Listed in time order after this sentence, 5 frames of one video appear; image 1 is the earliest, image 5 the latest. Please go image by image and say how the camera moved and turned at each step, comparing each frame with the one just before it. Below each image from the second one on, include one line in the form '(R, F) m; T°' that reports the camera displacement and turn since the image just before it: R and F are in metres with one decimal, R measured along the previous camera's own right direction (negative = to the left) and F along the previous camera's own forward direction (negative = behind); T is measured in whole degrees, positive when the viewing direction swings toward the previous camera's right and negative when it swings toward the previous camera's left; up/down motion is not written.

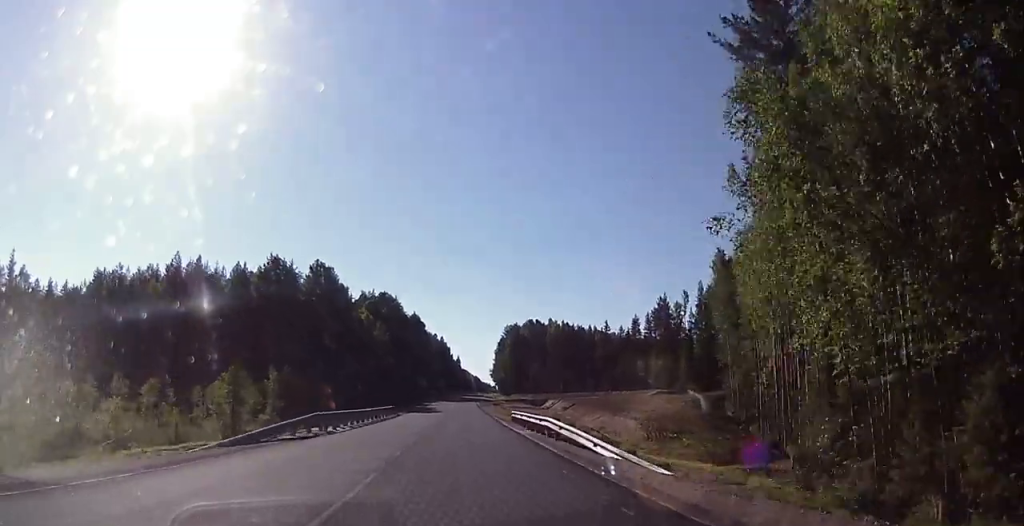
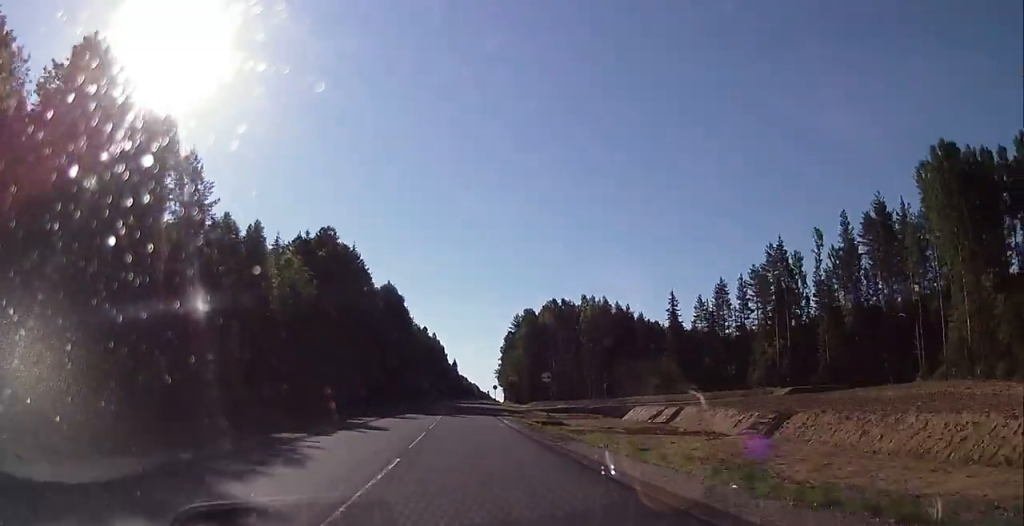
(+0.3, +68.1) m; +2°
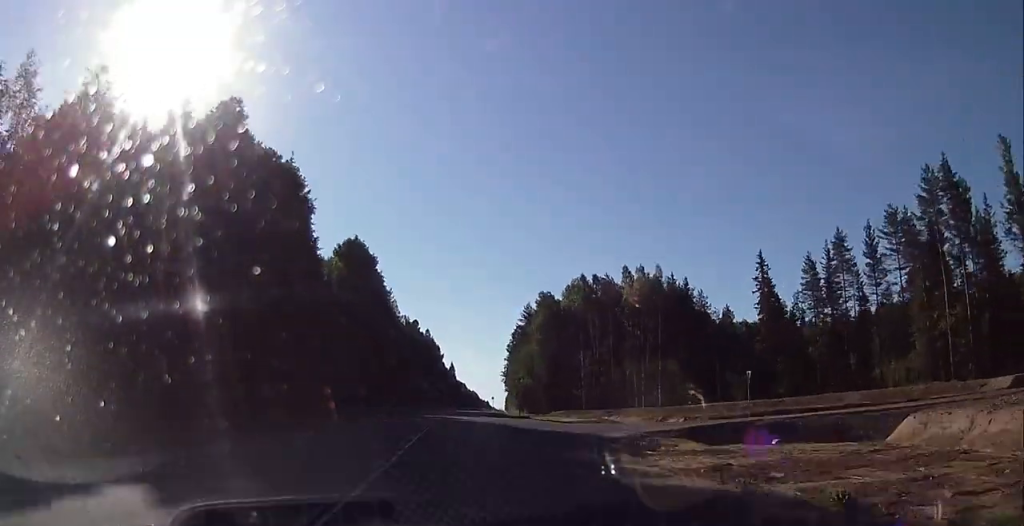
(+0.8, +44.4) m; -1°
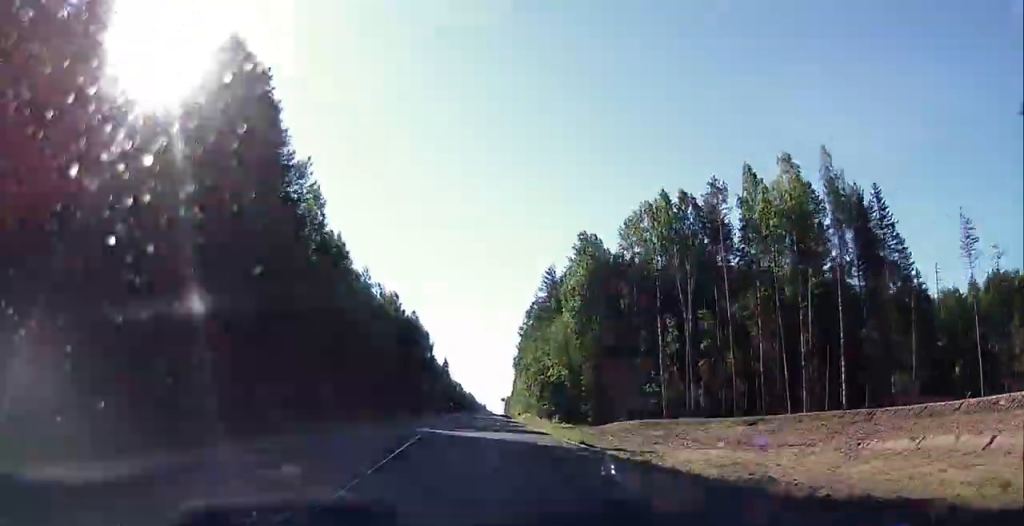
(-1.7, +56.5) m; -2°
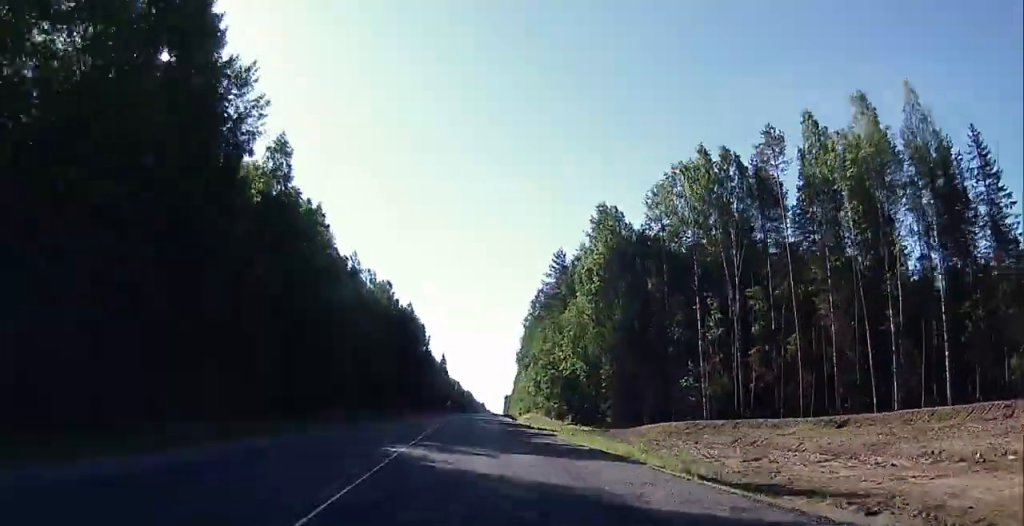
(0.0, +14.1) m; 0°
